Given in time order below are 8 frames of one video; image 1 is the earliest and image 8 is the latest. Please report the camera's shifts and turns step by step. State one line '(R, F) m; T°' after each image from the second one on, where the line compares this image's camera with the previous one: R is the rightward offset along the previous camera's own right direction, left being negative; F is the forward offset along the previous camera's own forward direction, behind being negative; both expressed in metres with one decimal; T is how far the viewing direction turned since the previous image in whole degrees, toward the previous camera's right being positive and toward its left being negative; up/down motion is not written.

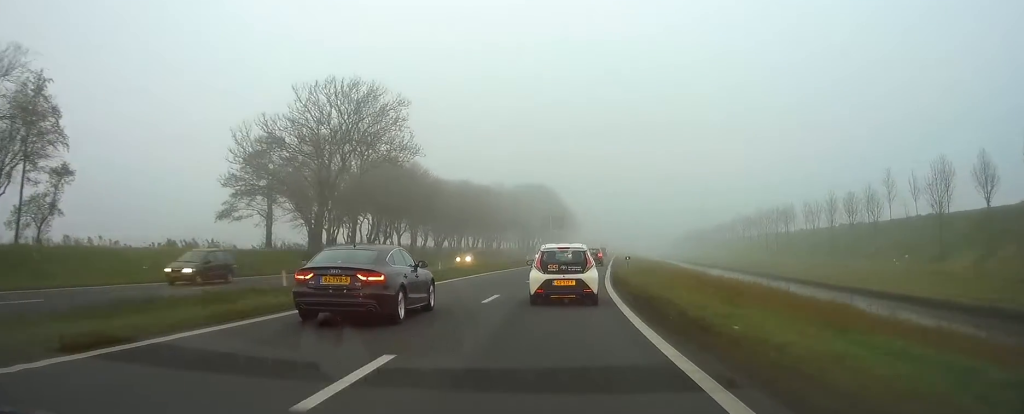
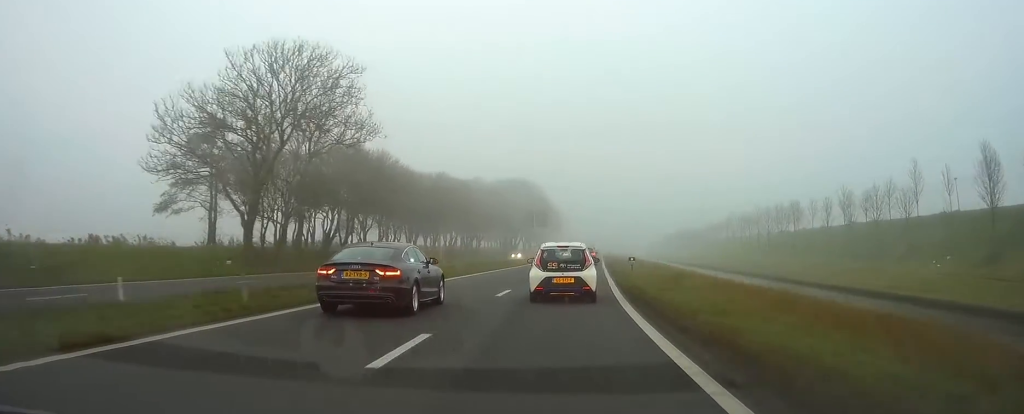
(+0.1, +10.1) m; +2°
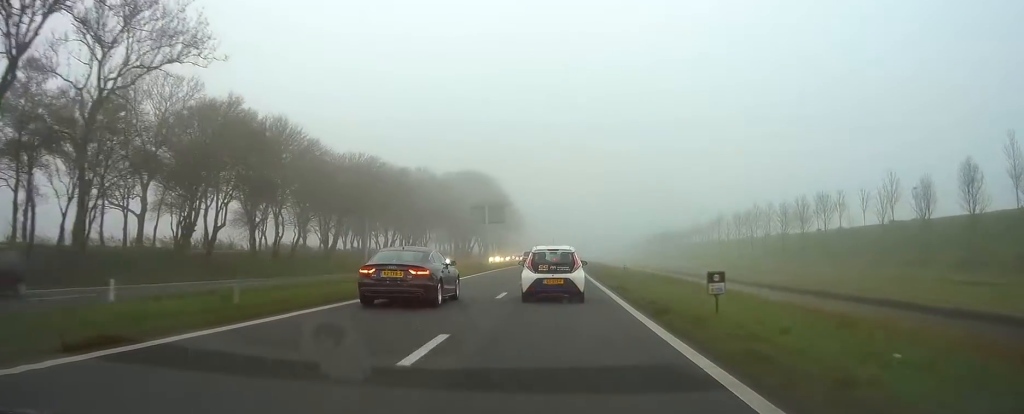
(+0.8, +22.5) m; +3°
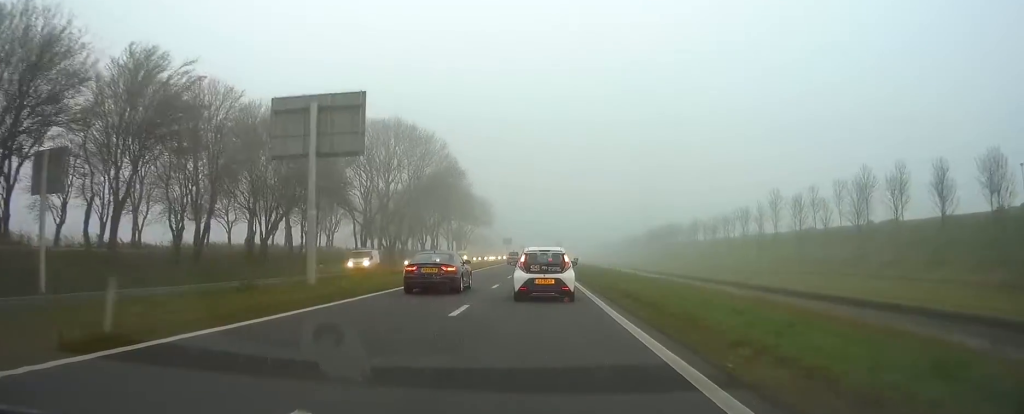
(+2.0, +52.8) m; +3°
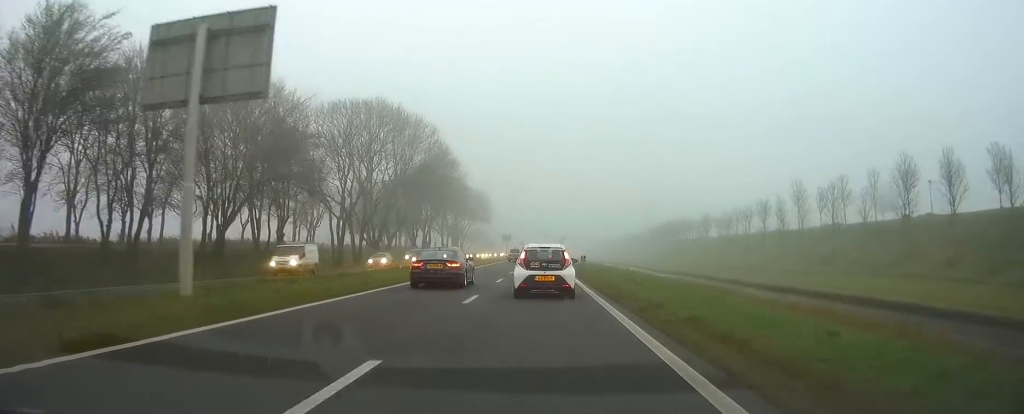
(0.0, +9.6) m; 0°
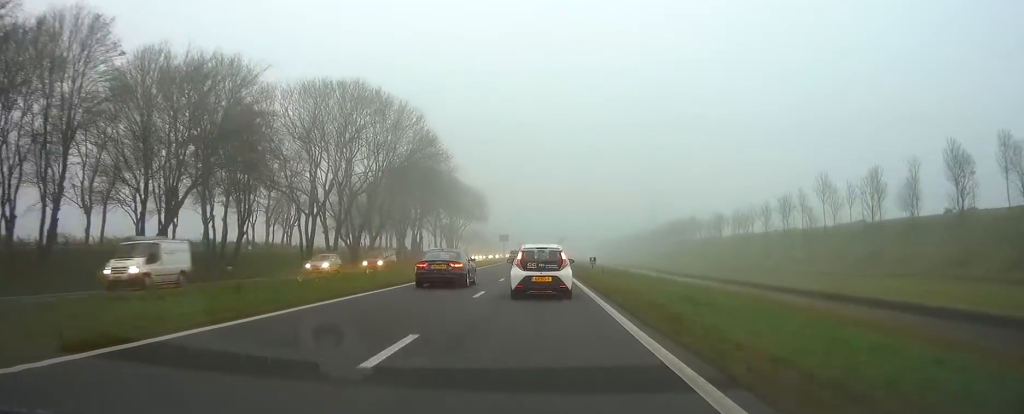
(+0.1, +9.6) m; 0°
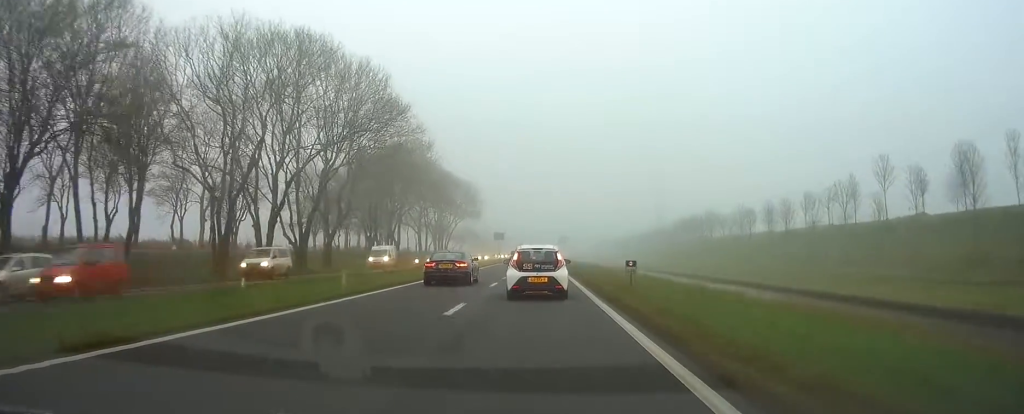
(0.0, +17.5) m; 0°
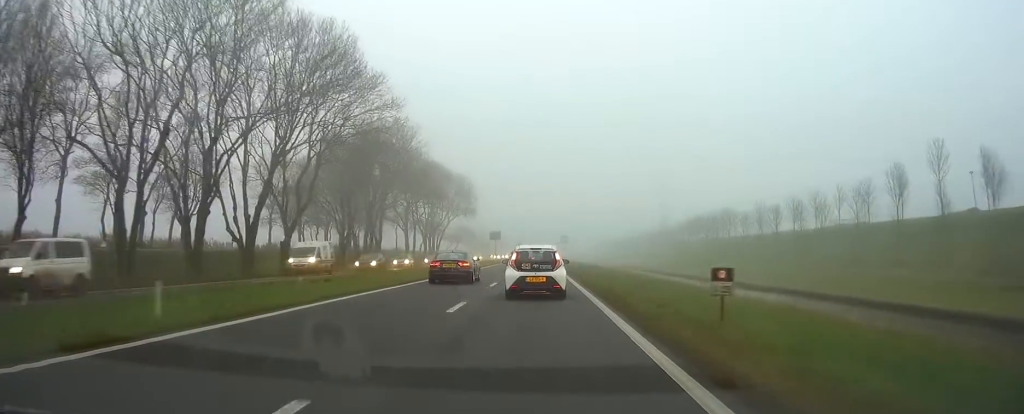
(-0.1, +11.4) m; 0°
